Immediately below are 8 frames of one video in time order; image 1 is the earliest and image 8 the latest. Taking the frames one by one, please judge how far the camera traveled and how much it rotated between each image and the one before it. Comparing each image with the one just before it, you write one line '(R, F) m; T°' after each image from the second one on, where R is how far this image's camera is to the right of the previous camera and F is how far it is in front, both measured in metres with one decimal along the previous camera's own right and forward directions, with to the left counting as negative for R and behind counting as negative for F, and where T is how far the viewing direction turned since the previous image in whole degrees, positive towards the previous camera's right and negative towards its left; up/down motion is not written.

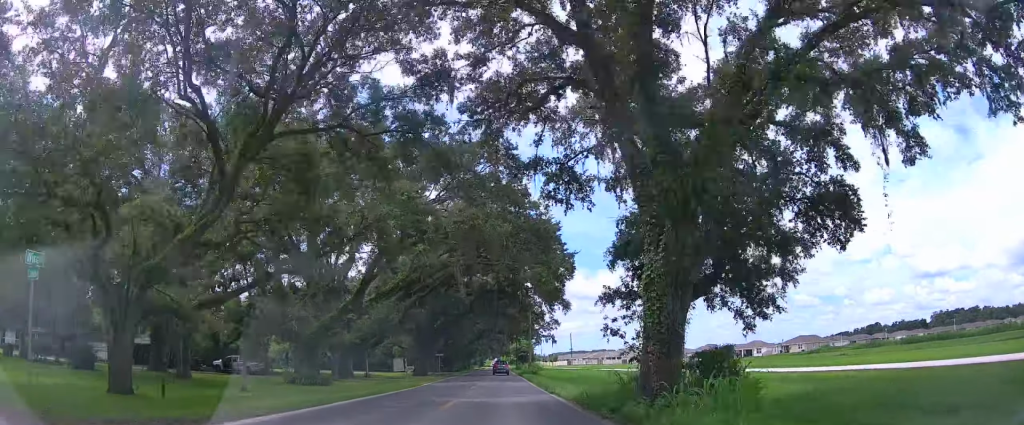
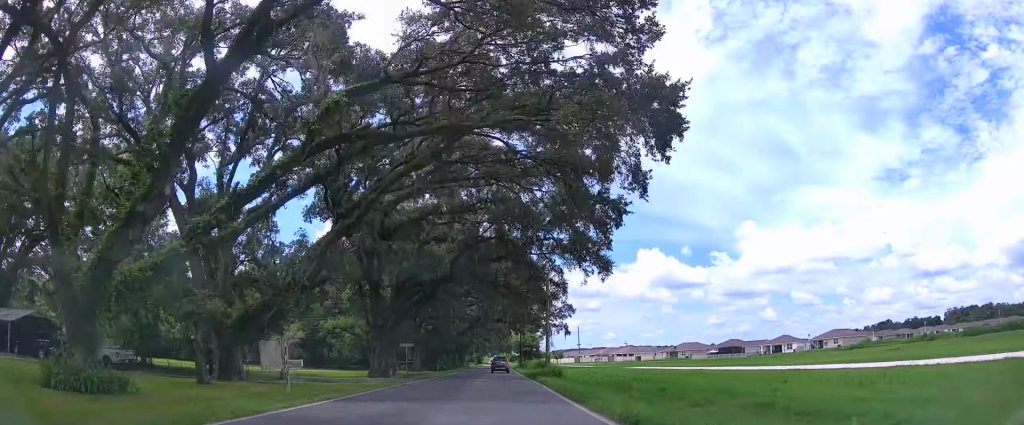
(+0.1, +22.6) m; -1°
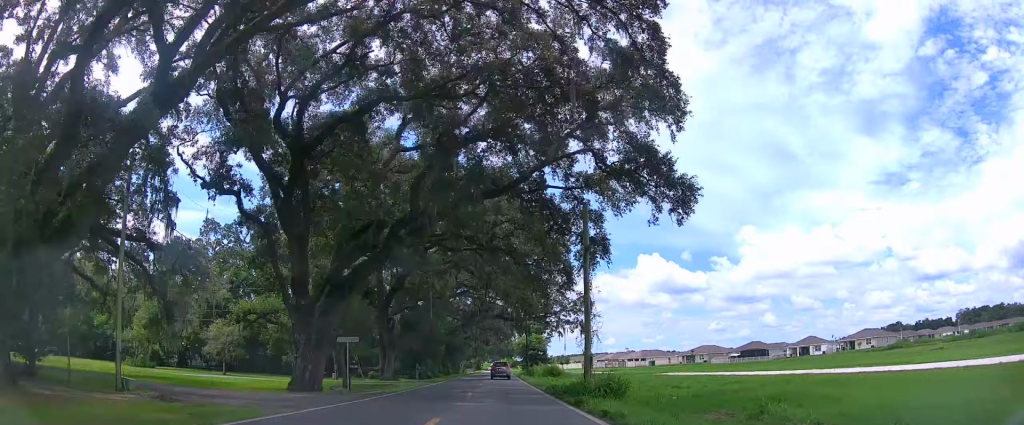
(-0.3, +17.0) m; -1°
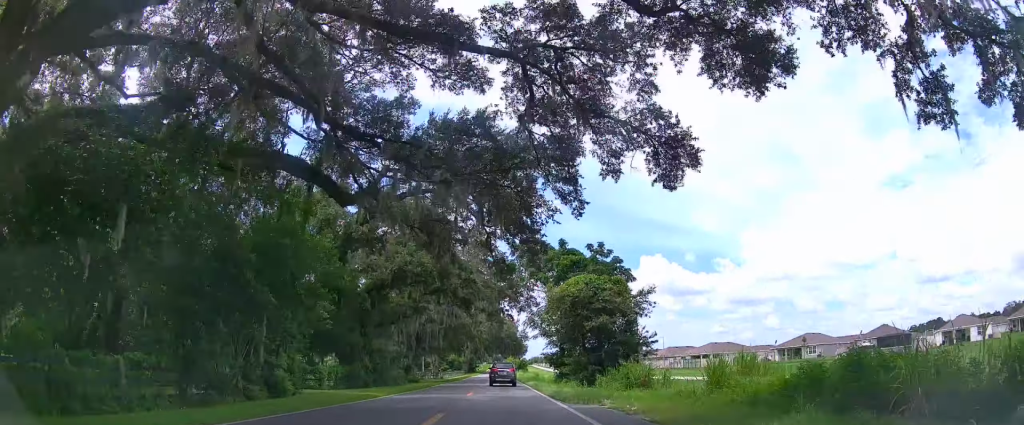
(-0.1, +64.1) m; +3°
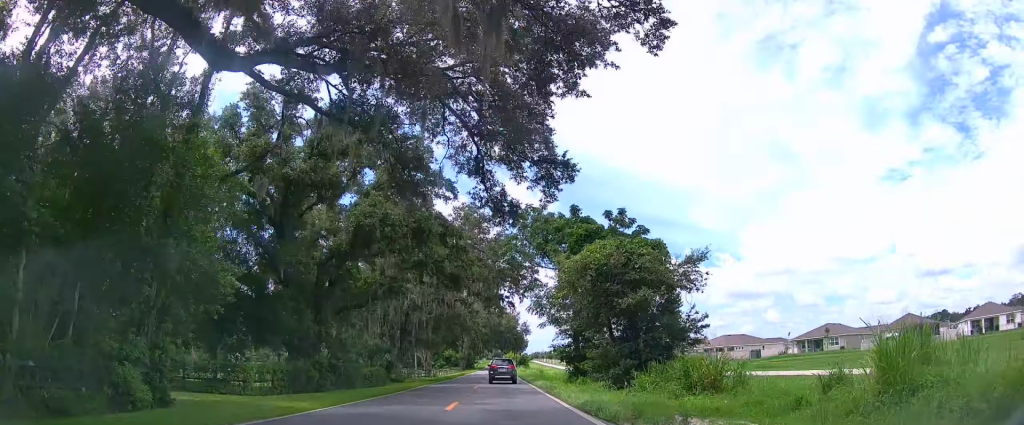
(+0.3, +8.3) m; 0°
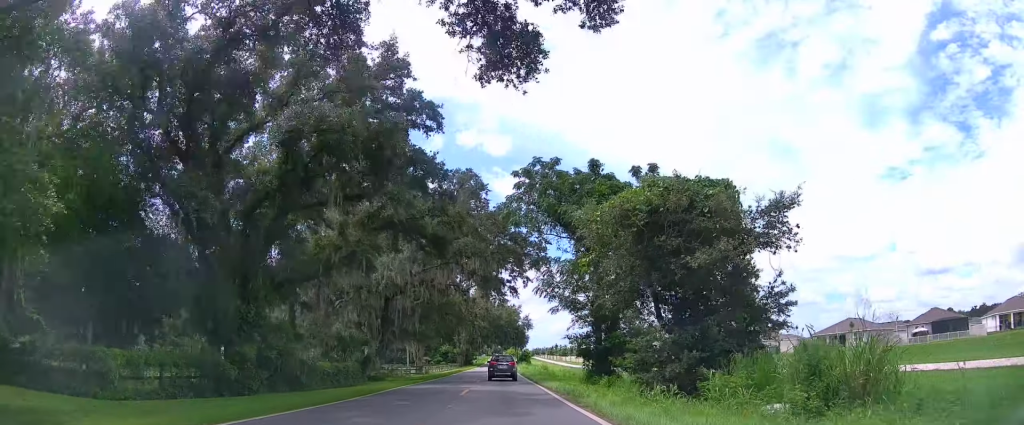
(+0.4, +7.7) m; 0°
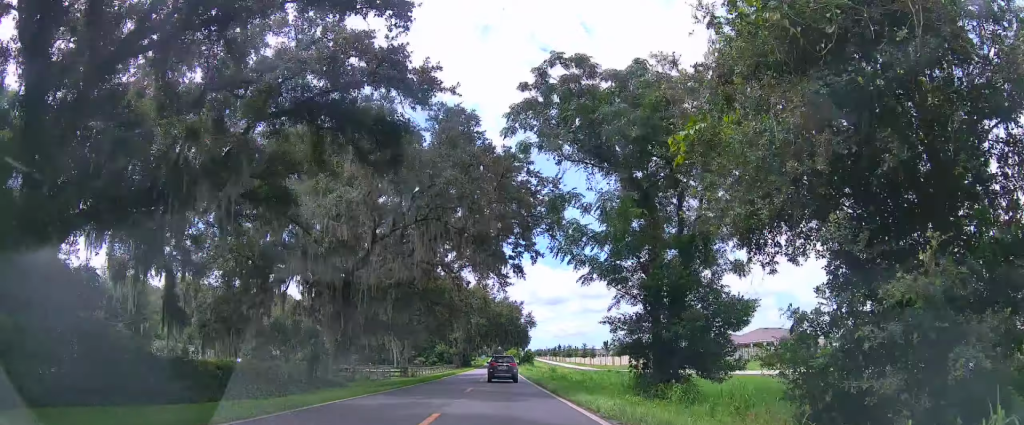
(-0.3, +10.4) m; -1°
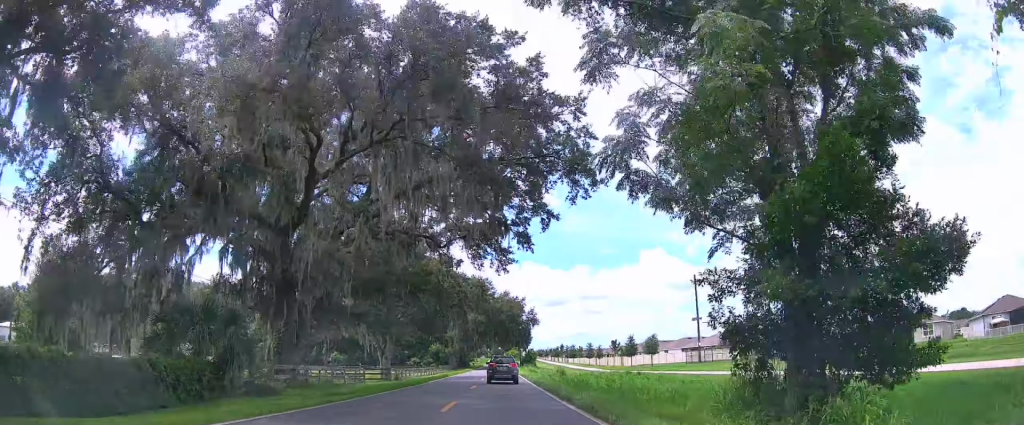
(-0.2, +8.7) m; -1°
